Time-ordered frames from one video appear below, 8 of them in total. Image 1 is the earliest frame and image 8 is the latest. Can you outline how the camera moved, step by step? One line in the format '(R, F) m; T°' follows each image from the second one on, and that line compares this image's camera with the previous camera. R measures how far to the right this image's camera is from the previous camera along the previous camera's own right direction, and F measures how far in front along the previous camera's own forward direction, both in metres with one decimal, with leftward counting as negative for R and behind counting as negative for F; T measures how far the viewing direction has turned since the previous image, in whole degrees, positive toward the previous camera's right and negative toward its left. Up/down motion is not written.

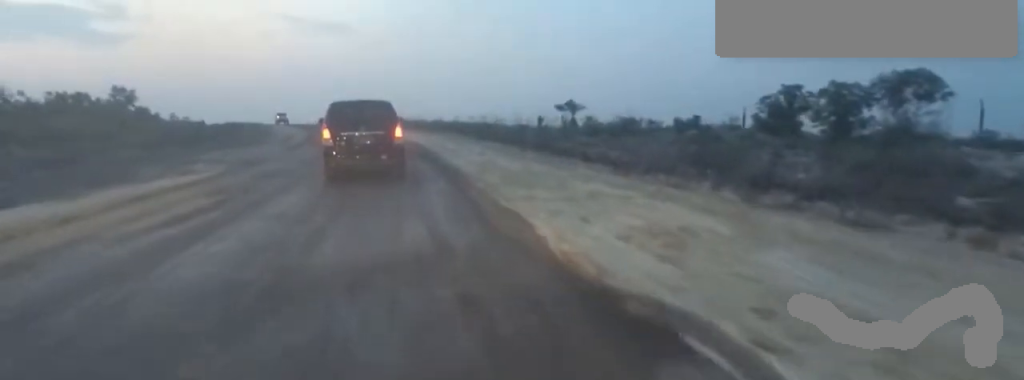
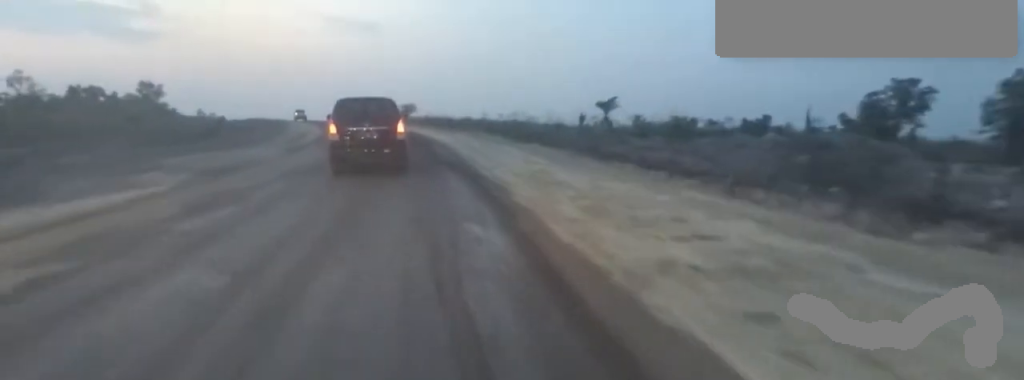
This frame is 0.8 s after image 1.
(-0.1, +5.5) m; -4°
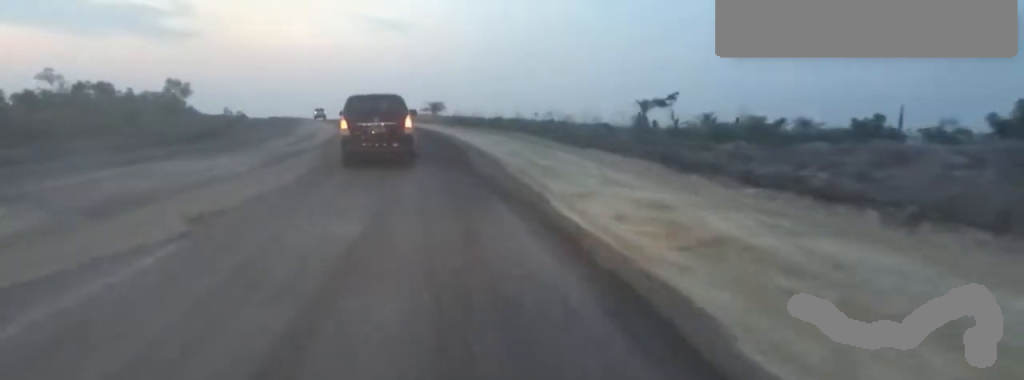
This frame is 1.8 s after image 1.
(-0.4, +7.0) m; -6°
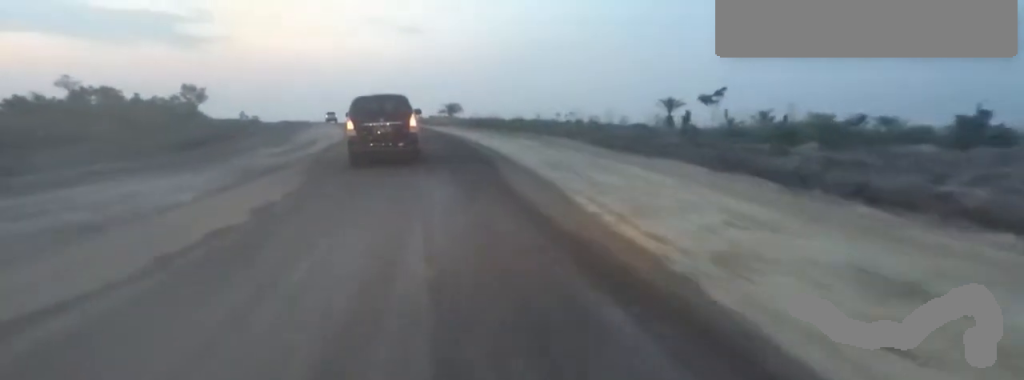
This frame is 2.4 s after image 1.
(-0.2, +5.3) m; -1°
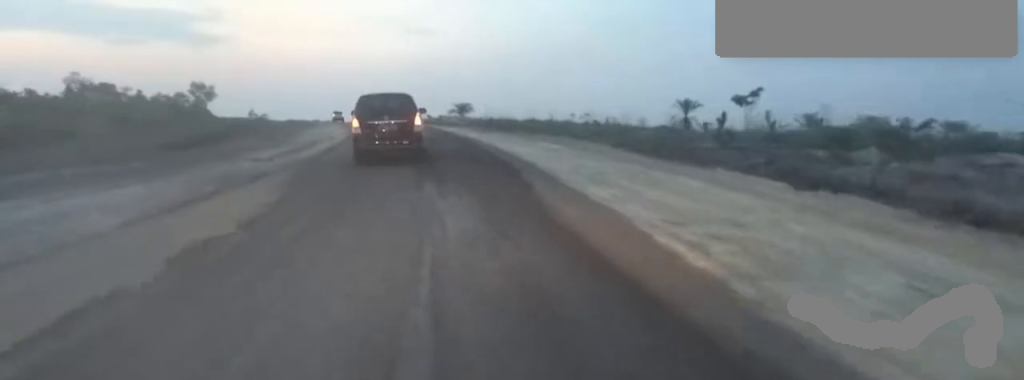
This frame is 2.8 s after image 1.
(-0.1, +3.5) m; 0°
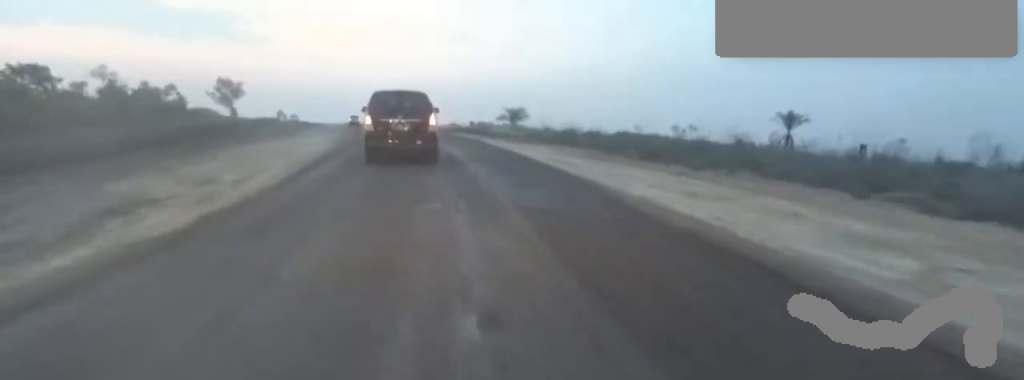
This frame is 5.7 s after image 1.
(+0.5, +20.5) m; +5°
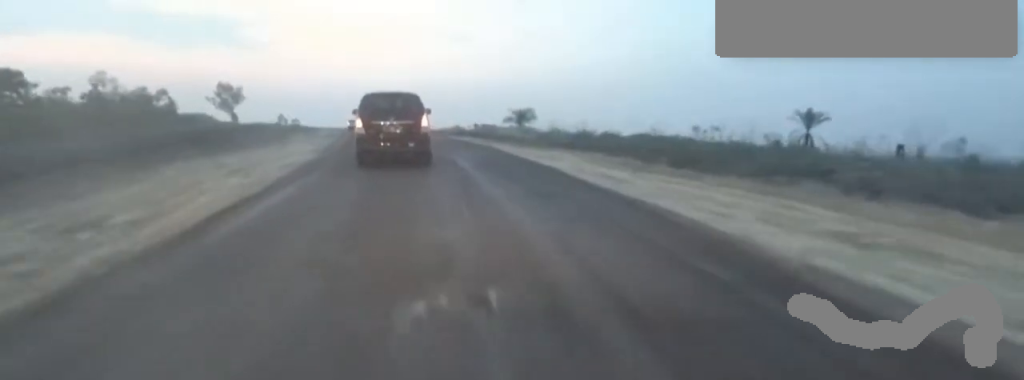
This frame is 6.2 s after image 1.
(0.0, +2.7) m; +1°
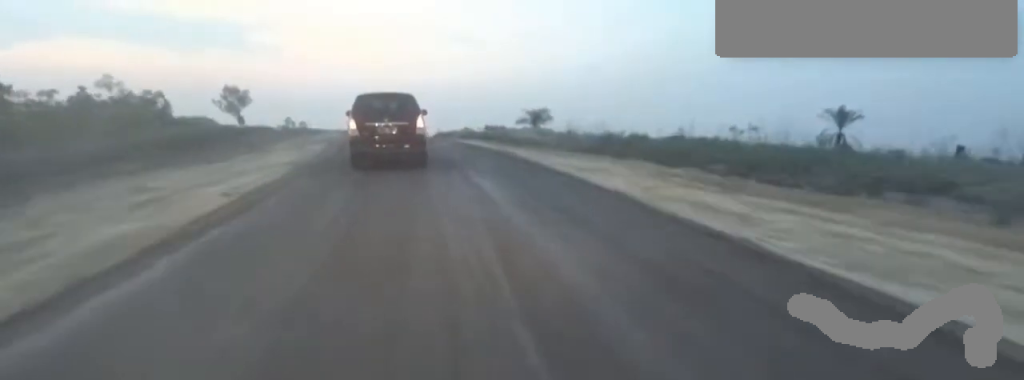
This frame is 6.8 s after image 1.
(-0.3, +5.2) m; 0°
